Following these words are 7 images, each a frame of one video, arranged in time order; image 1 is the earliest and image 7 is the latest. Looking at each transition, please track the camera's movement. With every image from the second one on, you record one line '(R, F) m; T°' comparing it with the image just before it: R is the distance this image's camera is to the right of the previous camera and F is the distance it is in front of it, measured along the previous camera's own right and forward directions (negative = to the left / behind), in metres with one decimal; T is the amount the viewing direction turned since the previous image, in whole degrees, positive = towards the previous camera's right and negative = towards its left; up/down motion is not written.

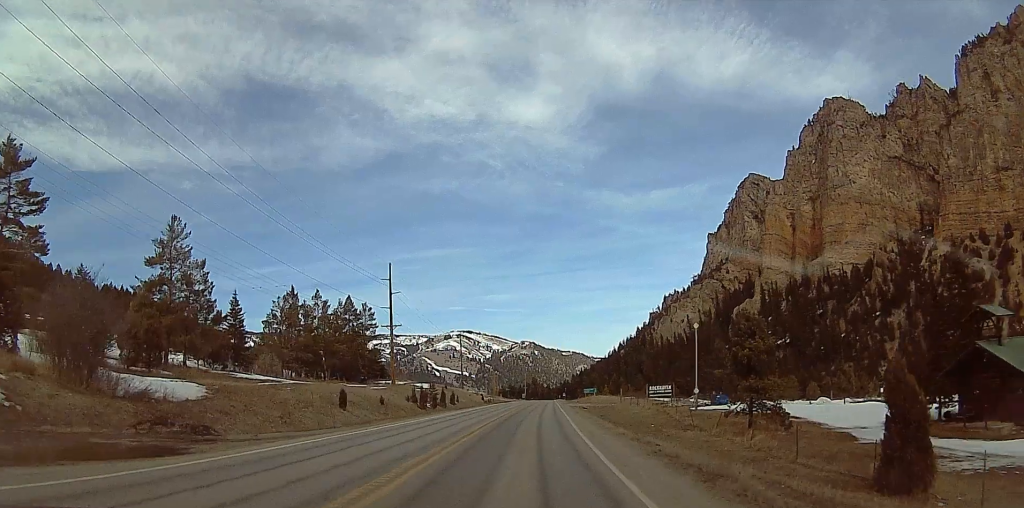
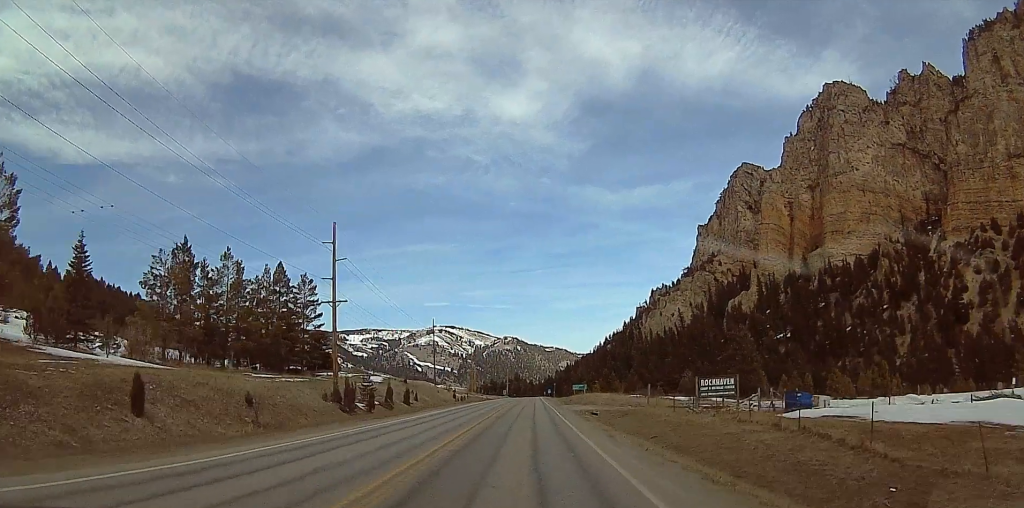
(+1.1, +25.2) m; +3°
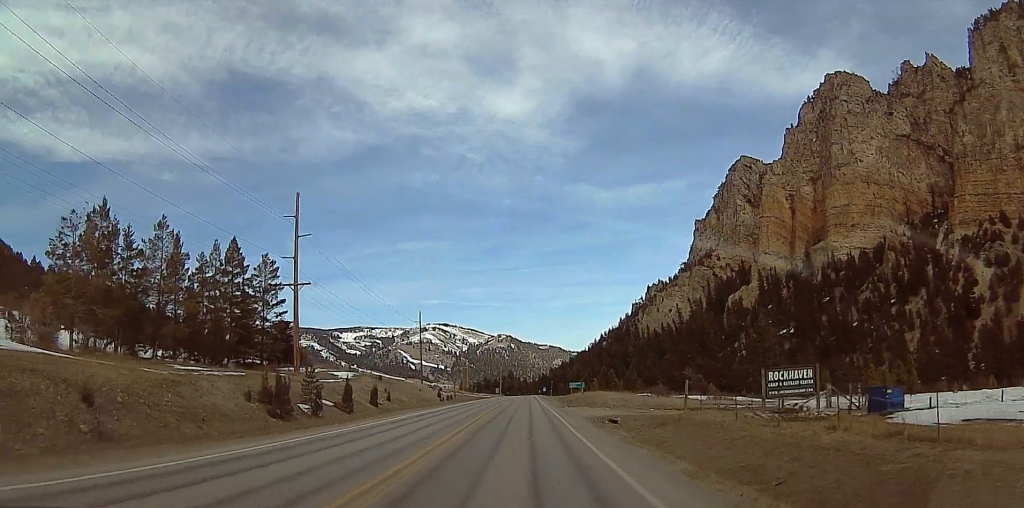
(0.0, +13.1) m; 0°
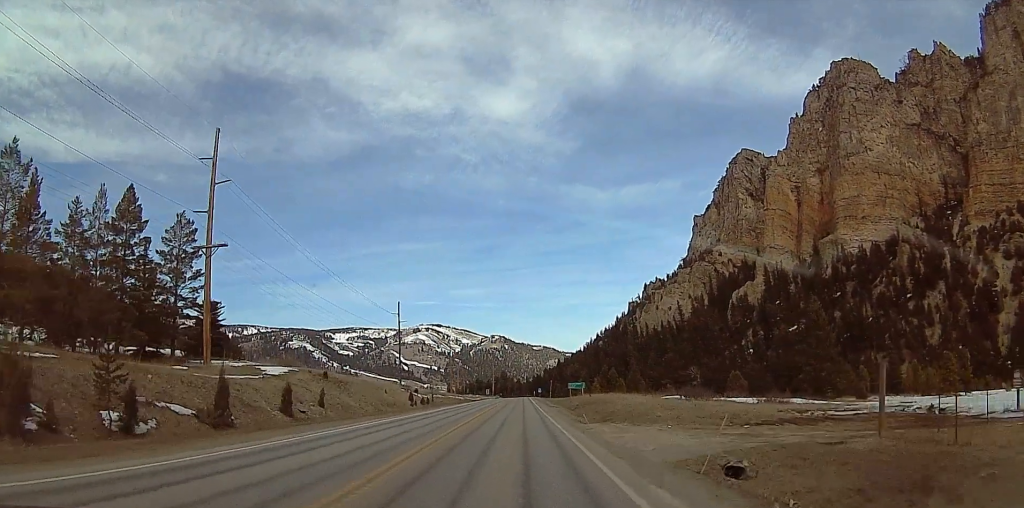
(0.0, +21.2) m; 0°
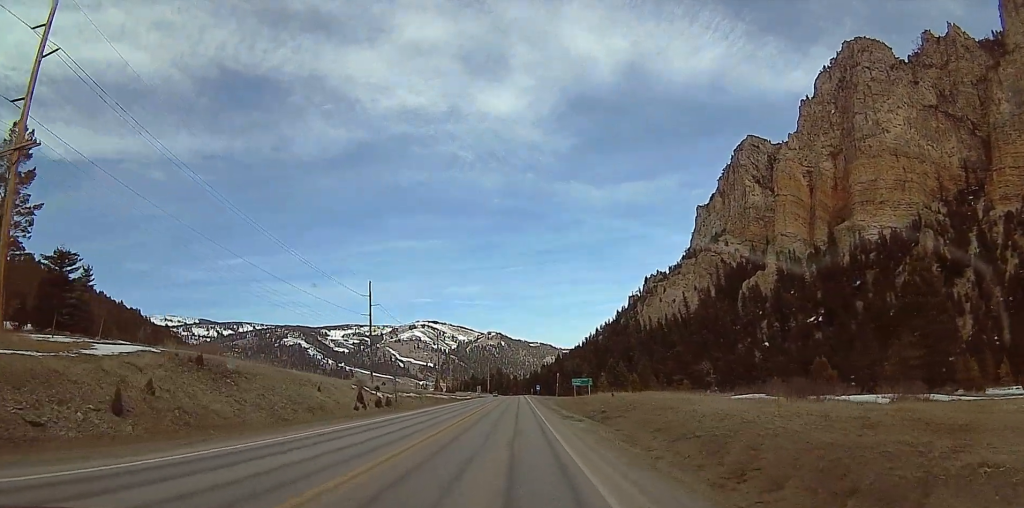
(0.0, +26.0) m; 0°
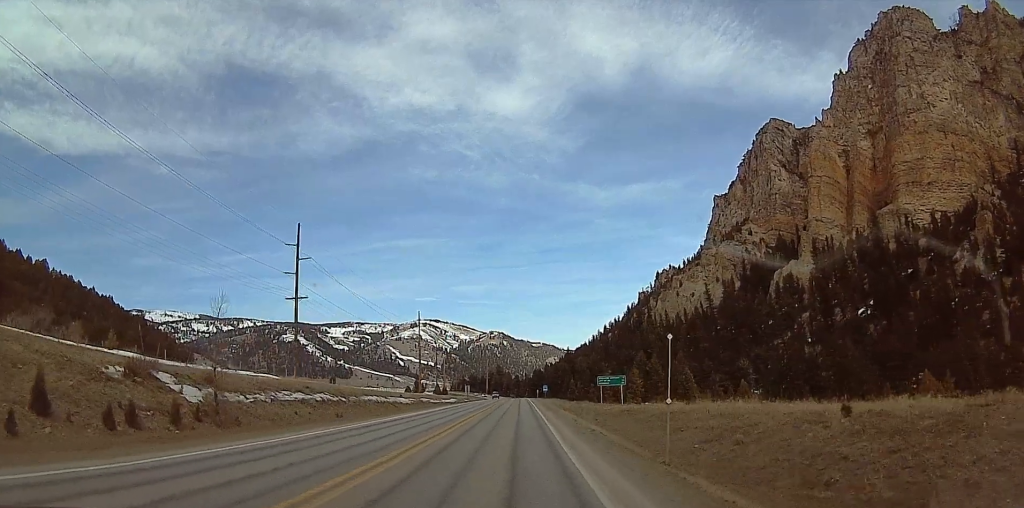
(0.0, +45.0) m; 0°
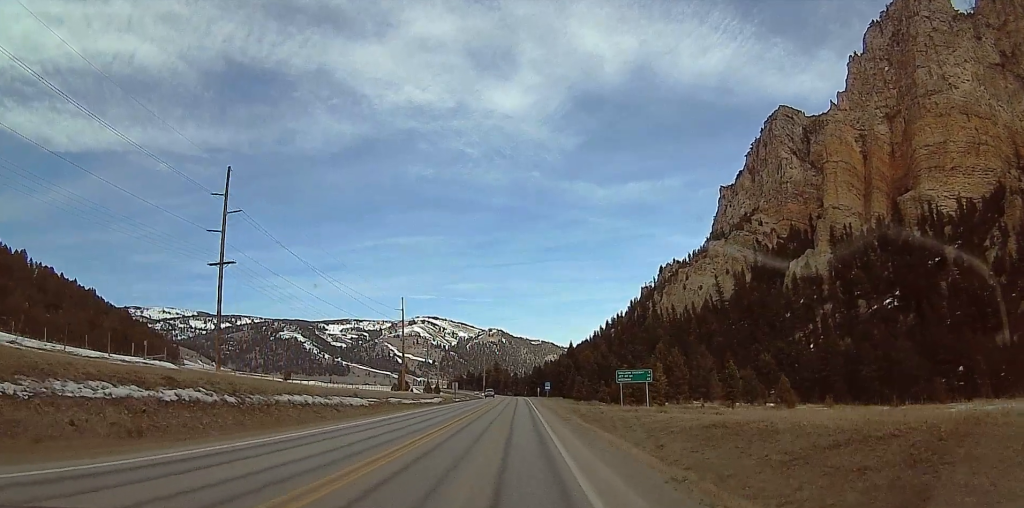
(0.0, +21.8) m; 0°
